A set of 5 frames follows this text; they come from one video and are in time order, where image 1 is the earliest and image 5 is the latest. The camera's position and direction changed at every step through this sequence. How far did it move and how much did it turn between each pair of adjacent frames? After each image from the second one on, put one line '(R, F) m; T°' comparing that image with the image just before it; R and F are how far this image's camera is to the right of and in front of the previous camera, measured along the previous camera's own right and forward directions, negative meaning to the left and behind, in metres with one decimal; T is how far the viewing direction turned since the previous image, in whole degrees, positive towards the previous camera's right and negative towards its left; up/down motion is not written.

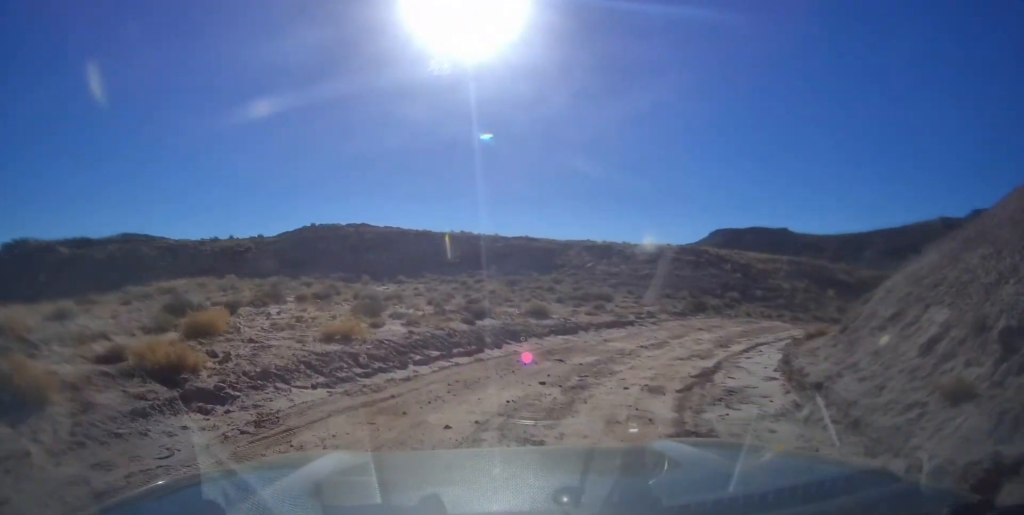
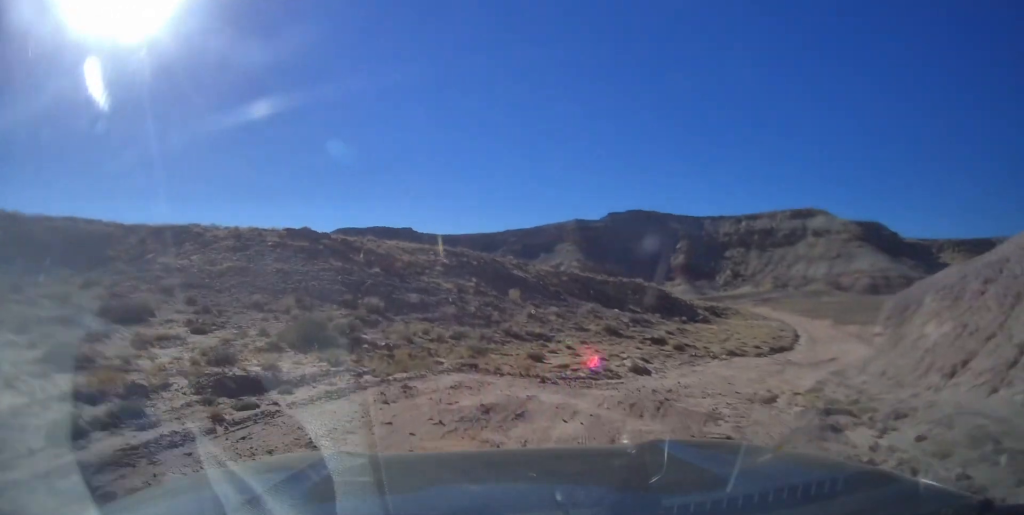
(+4.8, +15.1) m; +30°
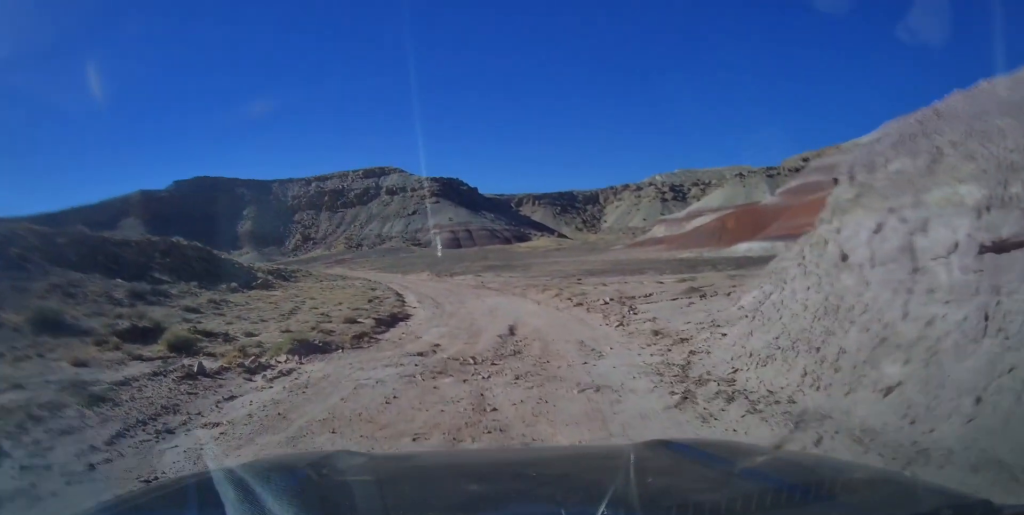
(+5.8, +17.5) m; +44°
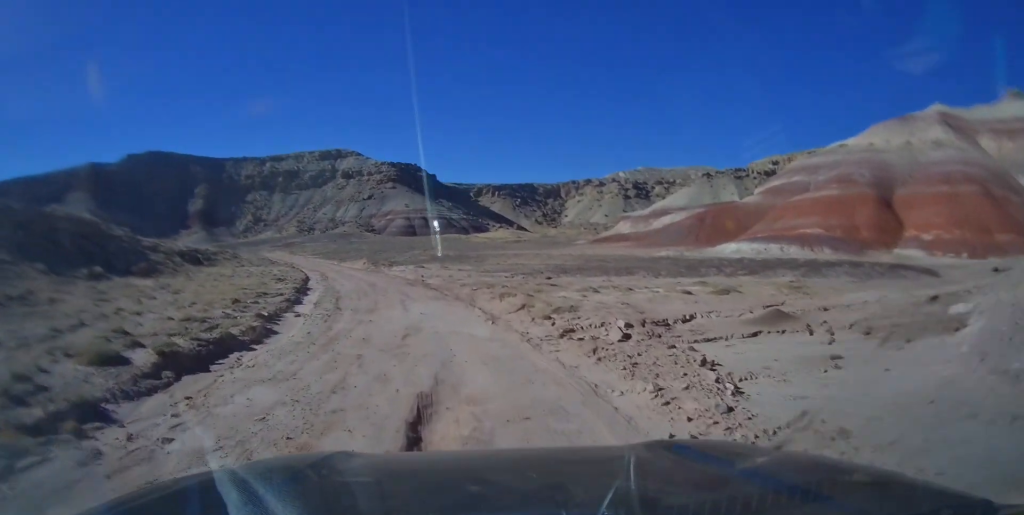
(+1.9, +8.8) m; +14°
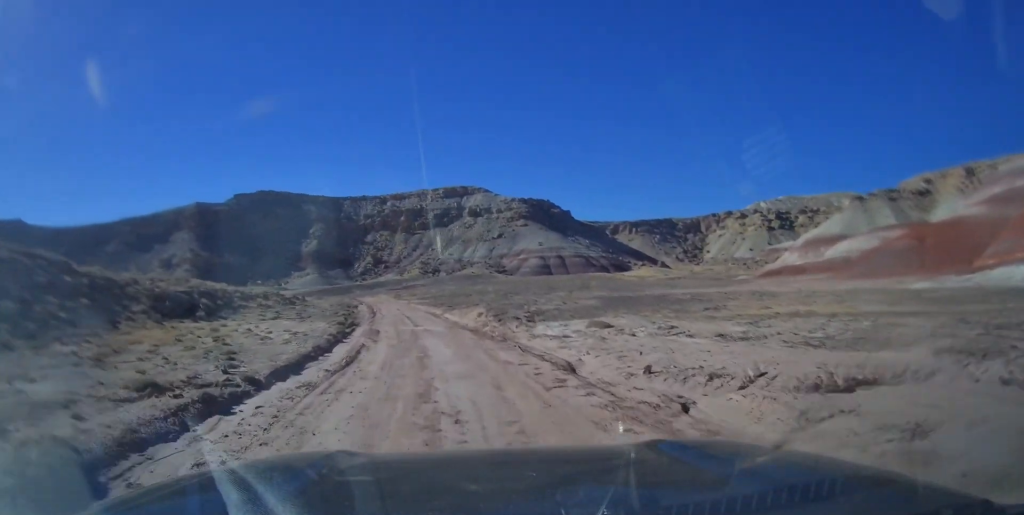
(+0.4, +19.3) m; -3°
